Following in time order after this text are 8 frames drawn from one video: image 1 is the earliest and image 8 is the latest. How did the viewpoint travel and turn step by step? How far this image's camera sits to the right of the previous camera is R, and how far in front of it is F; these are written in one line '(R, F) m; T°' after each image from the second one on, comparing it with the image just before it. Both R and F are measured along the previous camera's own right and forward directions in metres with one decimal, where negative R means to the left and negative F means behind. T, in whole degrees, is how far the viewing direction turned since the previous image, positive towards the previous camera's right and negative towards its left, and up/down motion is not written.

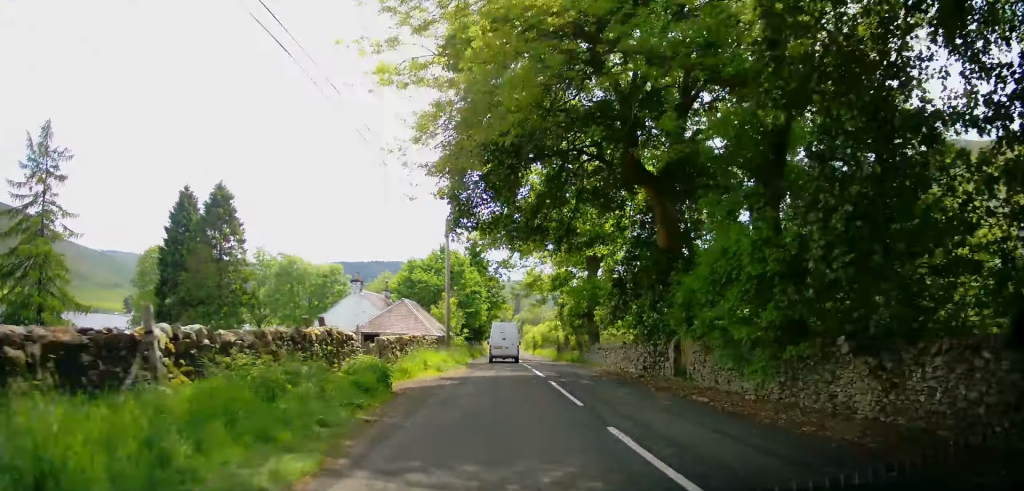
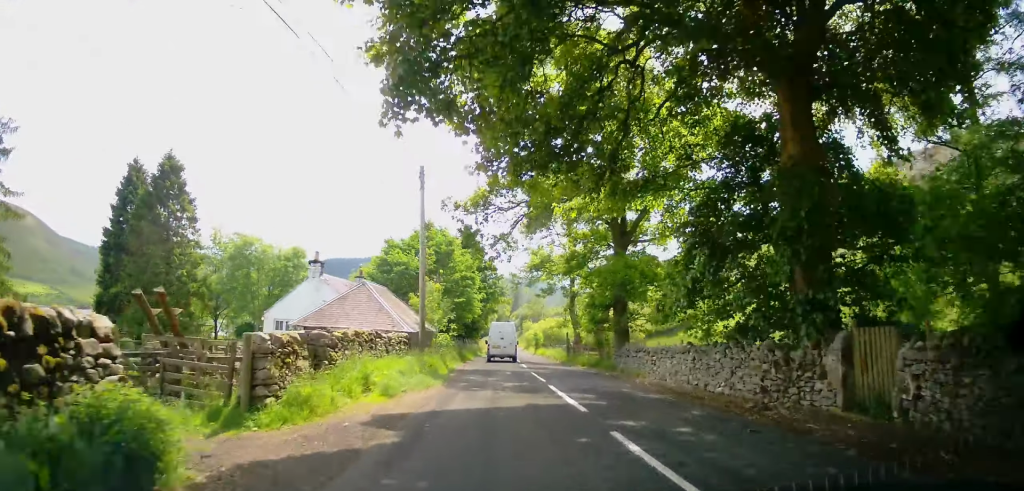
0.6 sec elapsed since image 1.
(0.0, +9.6) m; 0°
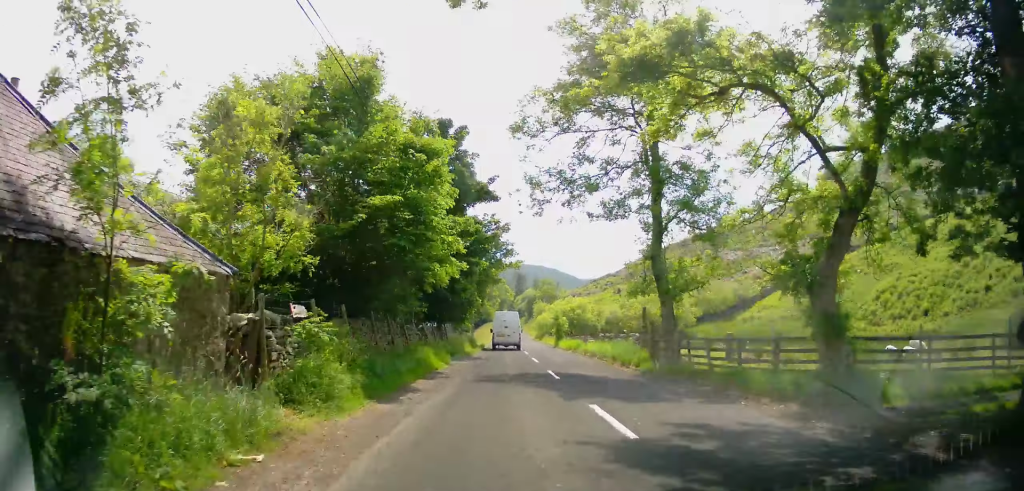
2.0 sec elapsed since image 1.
(-0.1, +25.2) m; 0°
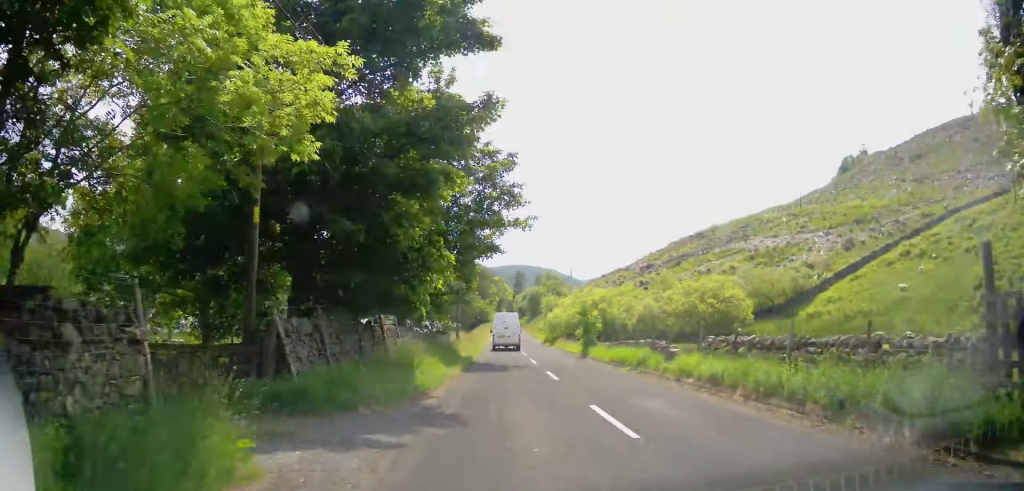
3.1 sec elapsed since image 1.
(+0.3, +18.2) m; +1°
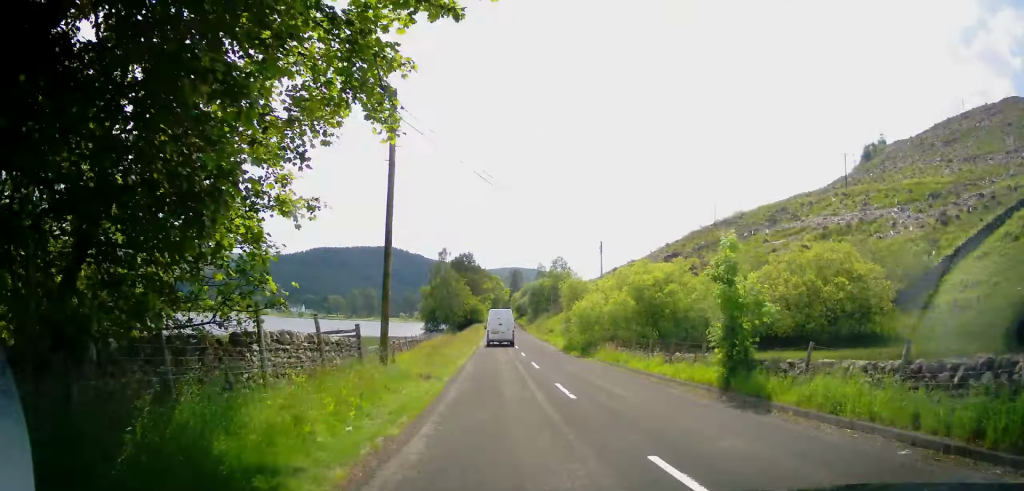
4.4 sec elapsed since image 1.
(0.0, +23.3) m; 0°
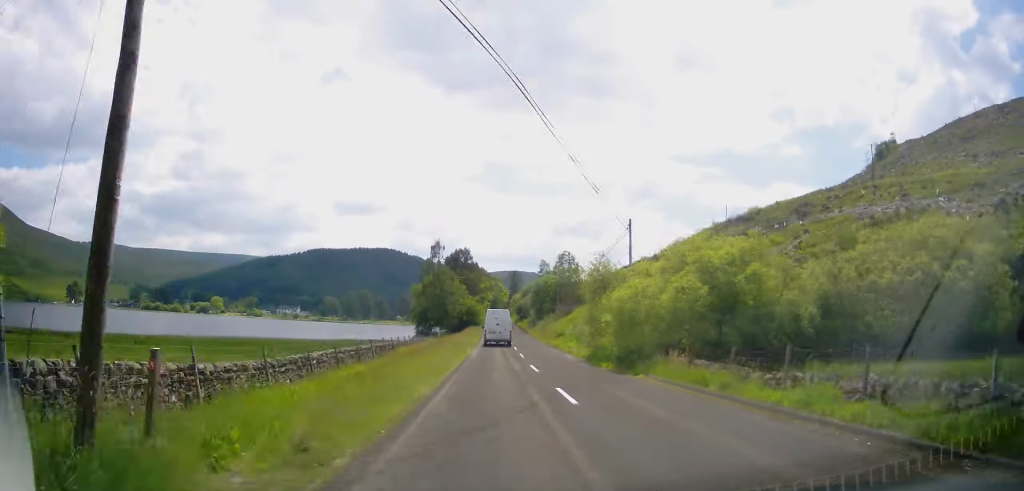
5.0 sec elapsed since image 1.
(-0.1, +10.8) m; 0°
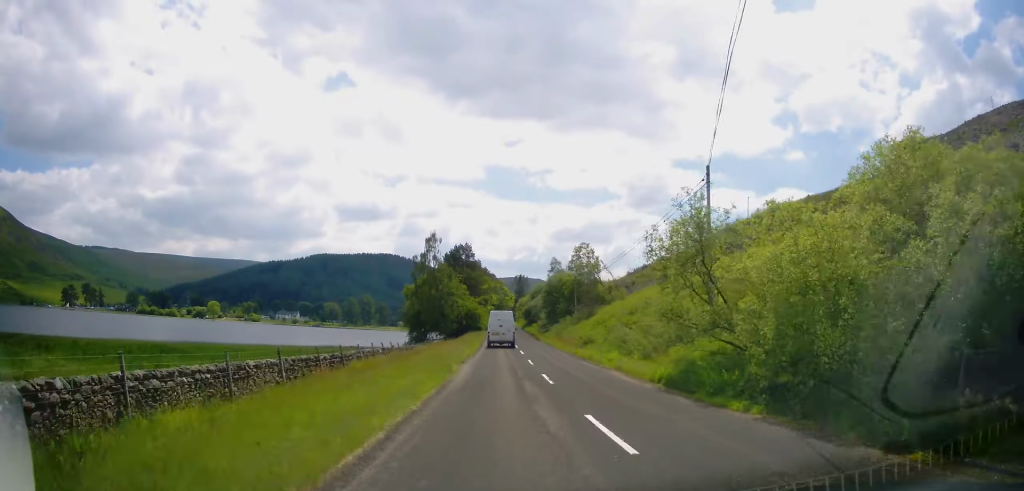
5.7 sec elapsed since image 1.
(0.0, +13.2) m; 0°
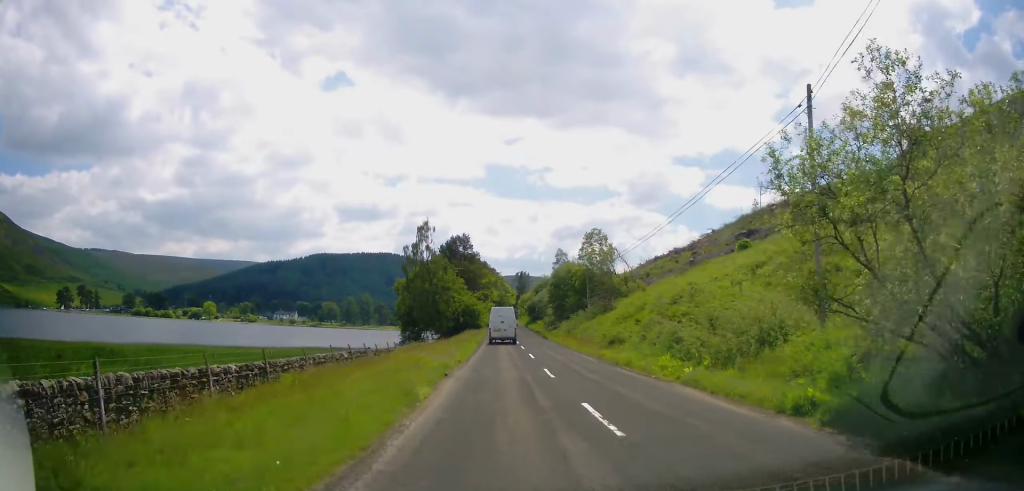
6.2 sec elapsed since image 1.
(+0.1, +8.4) m; 0°
